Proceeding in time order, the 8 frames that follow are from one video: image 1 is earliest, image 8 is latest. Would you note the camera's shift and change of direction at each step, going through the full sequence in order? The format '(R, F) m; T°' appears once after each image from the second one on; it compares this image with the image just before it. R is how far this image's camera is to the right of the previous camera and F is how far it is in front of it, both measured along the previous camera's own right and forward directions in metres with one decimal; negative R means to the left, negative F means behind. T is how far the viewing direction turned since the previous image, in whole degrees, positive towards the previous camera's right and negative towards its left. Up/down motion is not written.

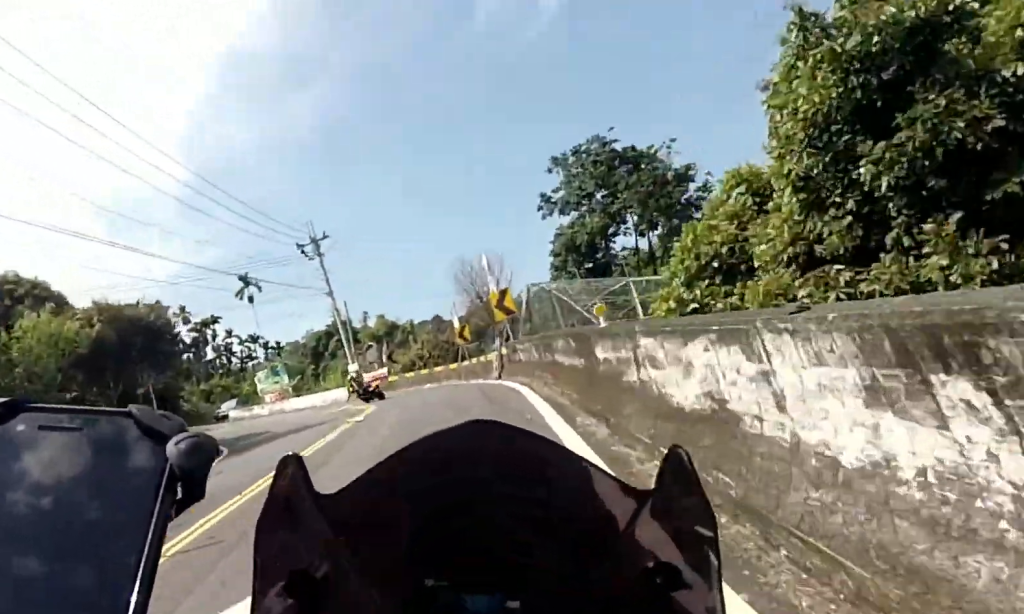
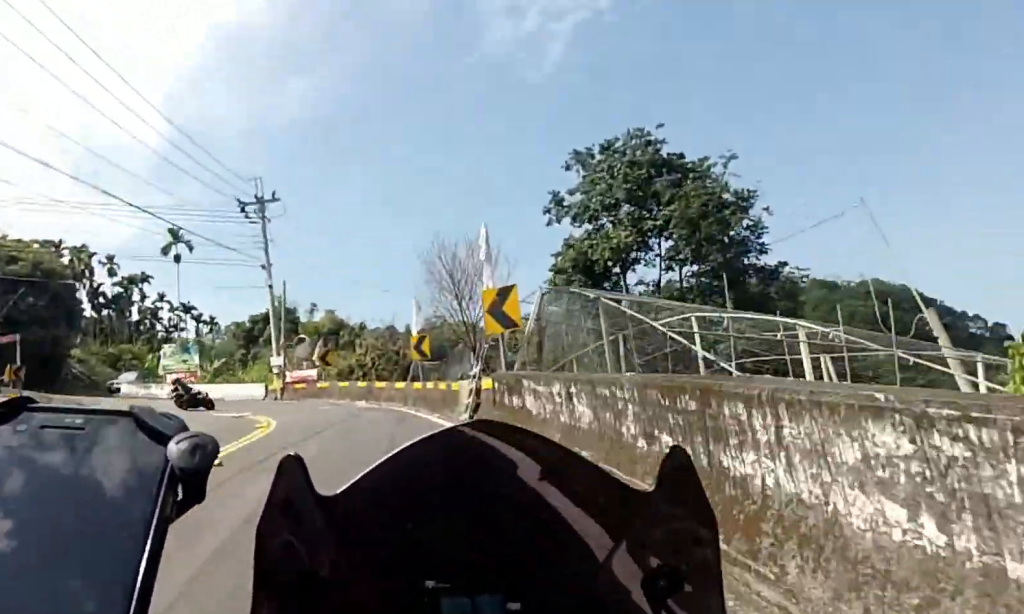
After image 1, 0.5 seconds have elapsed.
(+0.4, +6.0) m; 0°
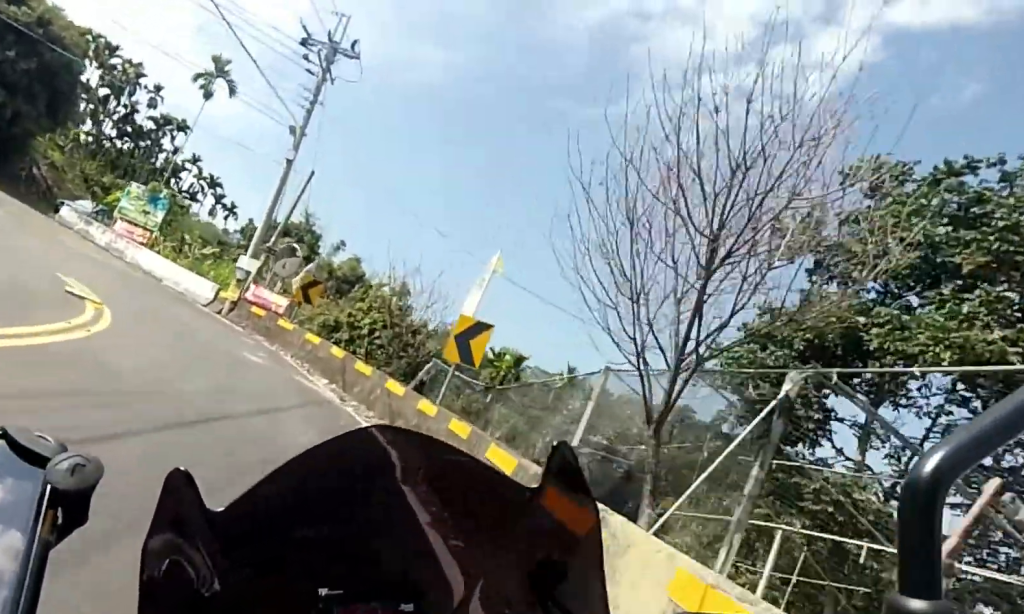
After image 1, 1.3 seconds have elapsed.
(-0.4, +8.5) m; -5°
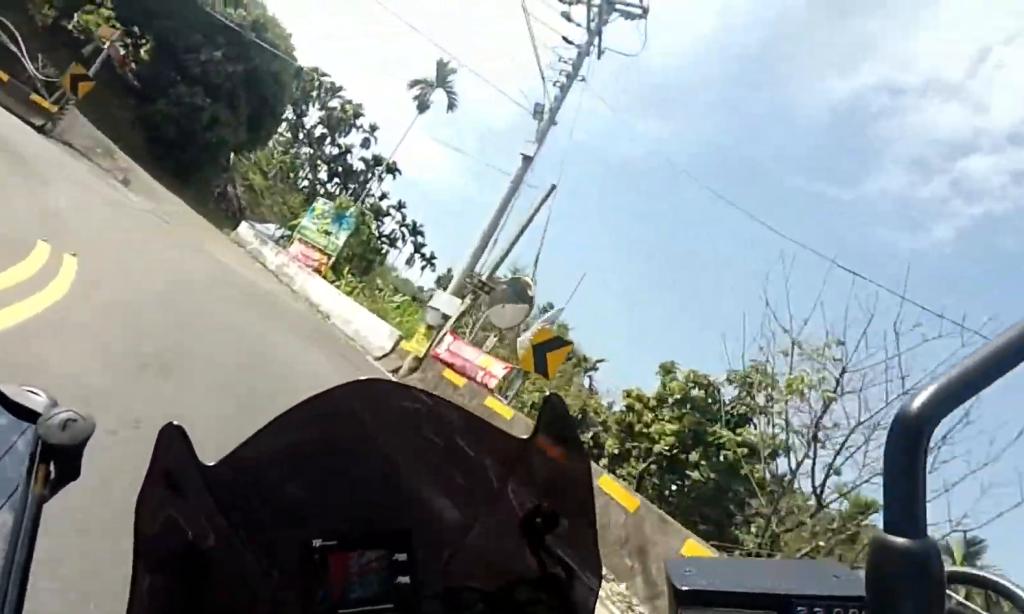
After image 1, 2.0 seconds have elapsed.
(-0.3, +6.7) m; -11°
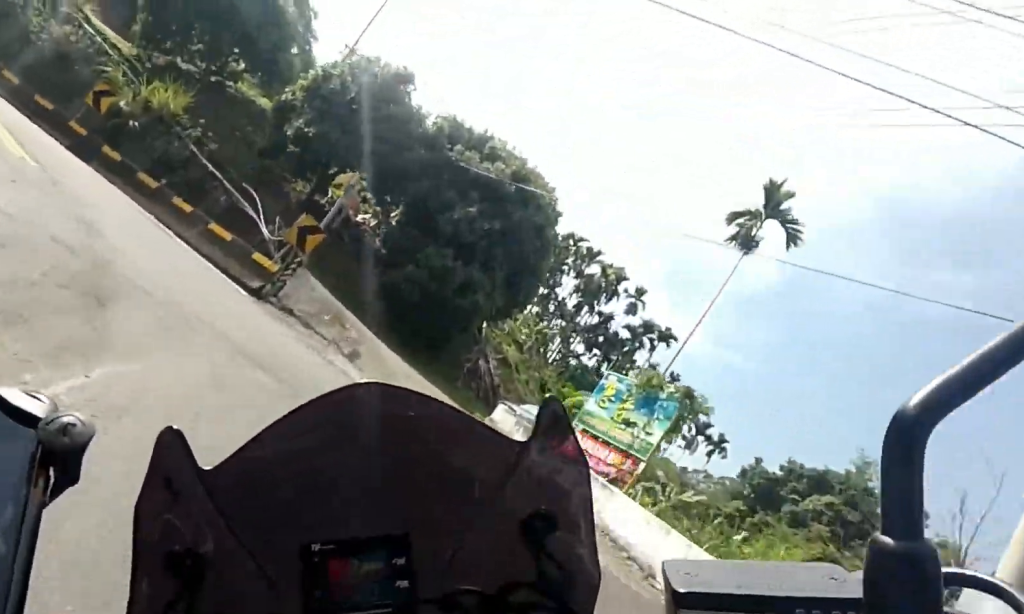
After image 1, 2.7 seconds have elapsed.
(+0.2, +5.9) m; -15°
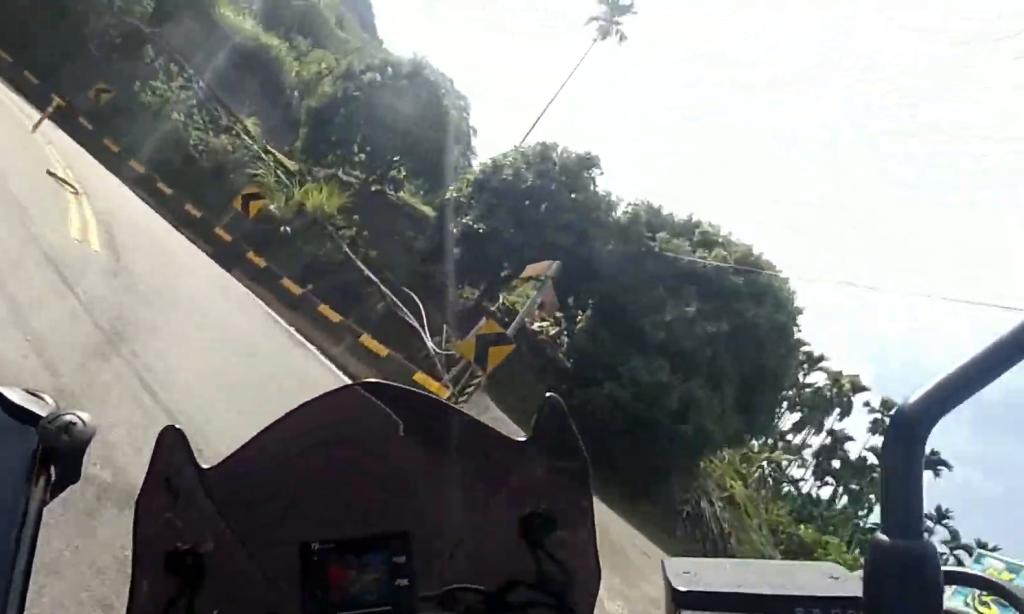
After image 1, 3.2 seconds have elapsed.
(-1.1, +3.9) m; -15°
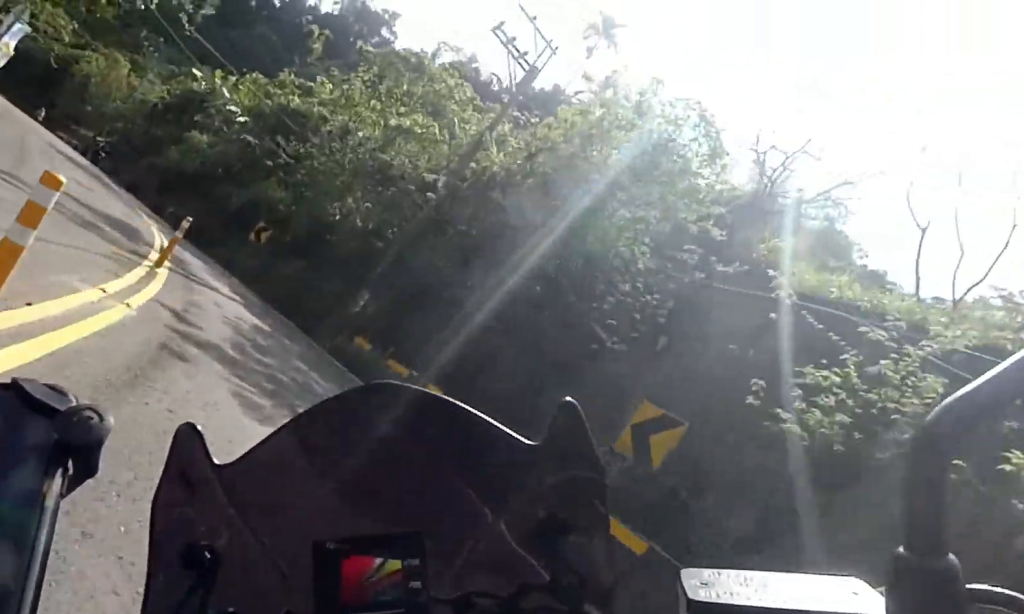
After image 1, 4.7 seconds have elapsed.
(-6.7, +13.5) m; -64°
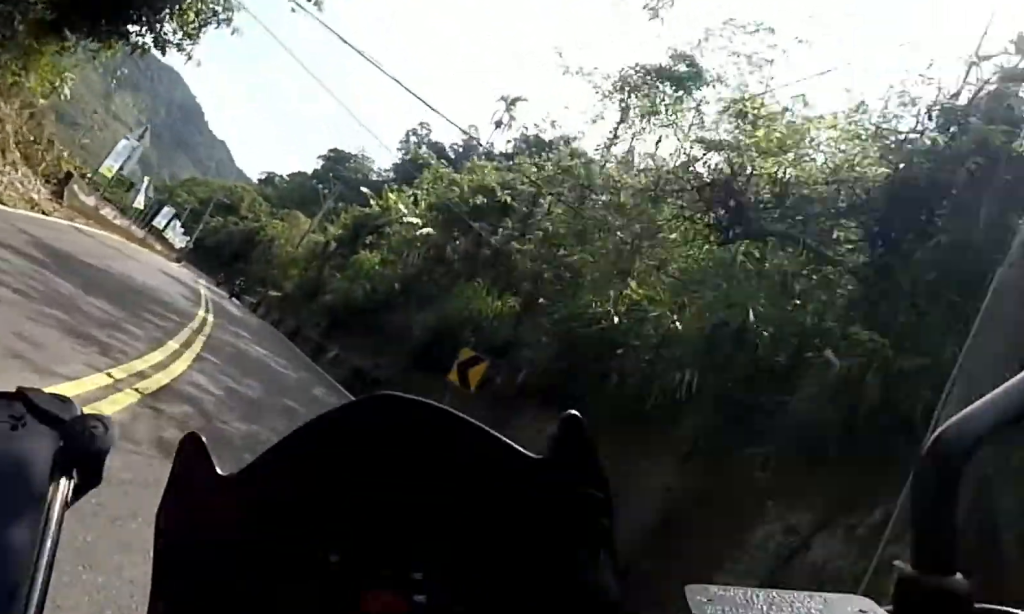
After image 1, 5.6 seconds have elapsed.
(-3.5, +13.9) m; -25°
